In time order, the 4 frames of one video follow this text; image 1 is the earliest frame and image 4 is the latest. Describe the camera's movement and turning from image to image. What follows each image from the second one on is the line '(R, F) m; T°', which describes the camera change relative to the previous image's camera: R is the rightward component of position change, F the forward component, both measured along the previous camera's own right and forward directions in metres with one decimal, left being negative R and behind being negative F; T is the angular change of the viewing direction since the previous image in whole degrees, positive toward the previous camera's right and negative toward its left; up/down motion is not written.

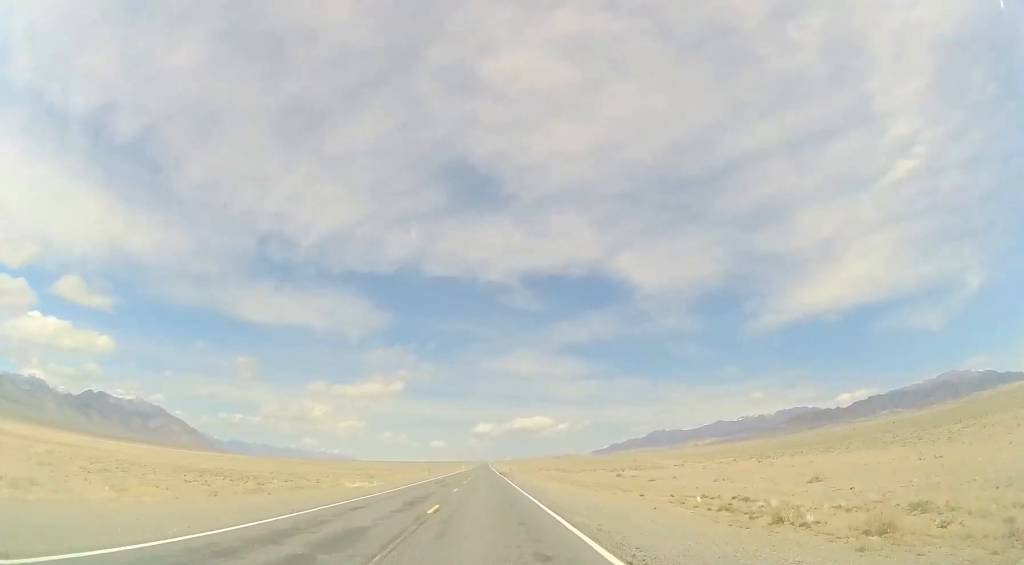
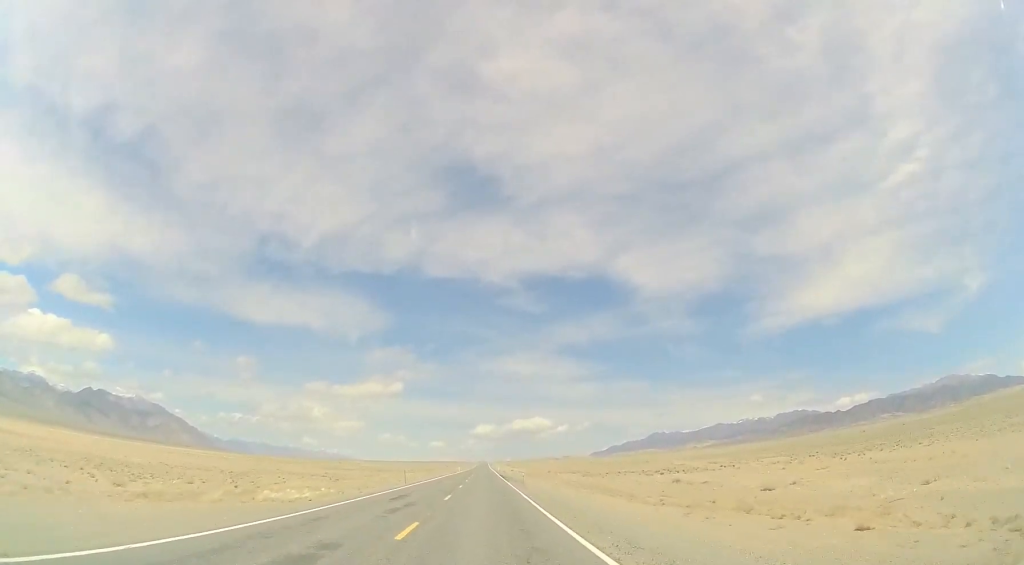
(+0.1, +19.7) m; 0°
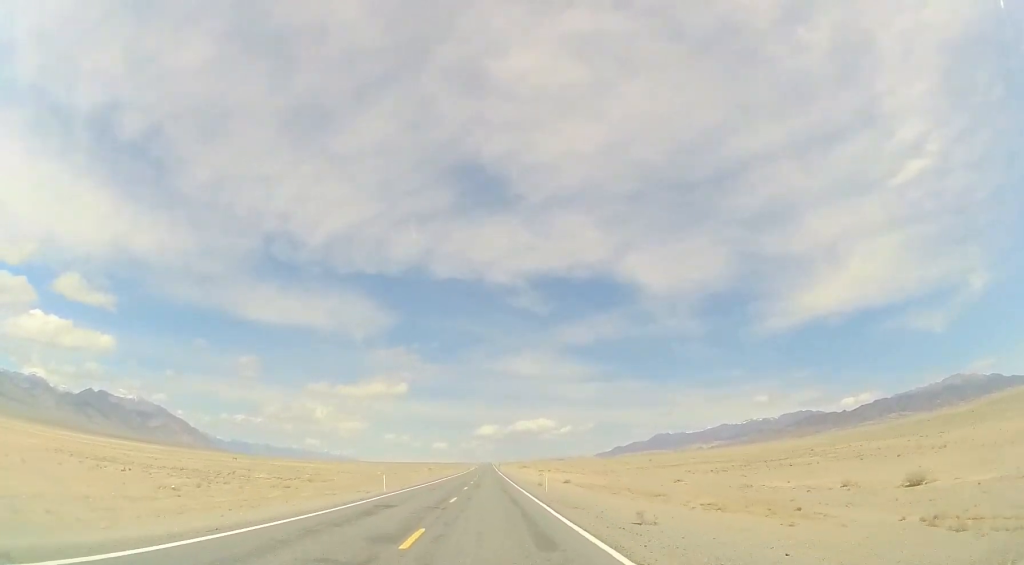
(0.0, +110.6) m; 0°
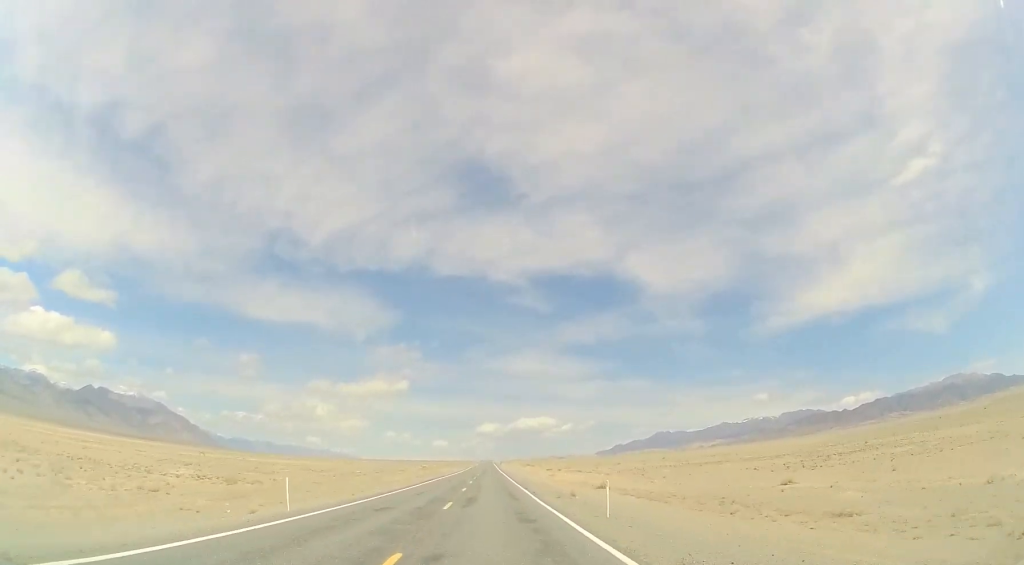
(-0.1, +17.8) m; -1°
